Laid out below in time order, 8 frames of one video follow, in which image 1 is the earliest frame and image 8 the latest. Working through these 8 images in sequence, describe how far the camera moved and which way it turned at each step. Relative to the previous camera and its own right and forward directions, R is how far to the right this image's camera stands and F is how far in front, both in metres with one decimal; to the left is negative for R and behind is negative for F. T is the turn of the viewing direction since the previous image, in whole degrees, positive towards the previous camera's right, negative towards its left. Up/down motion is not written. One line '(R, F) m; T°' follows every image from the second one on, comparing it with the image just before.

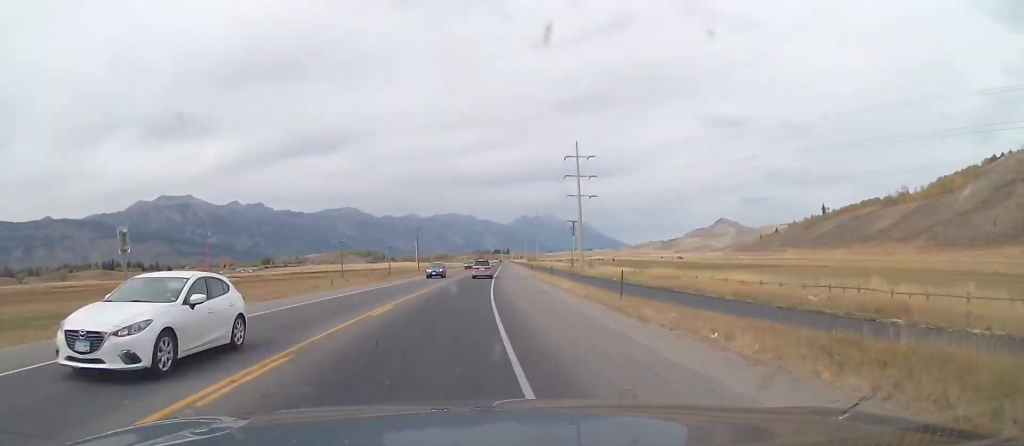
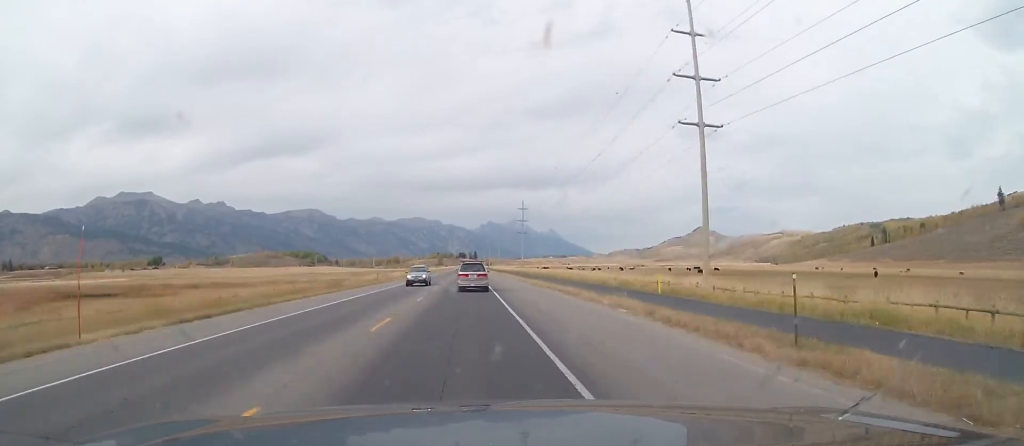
(+19.2, +289.7) m; +4°
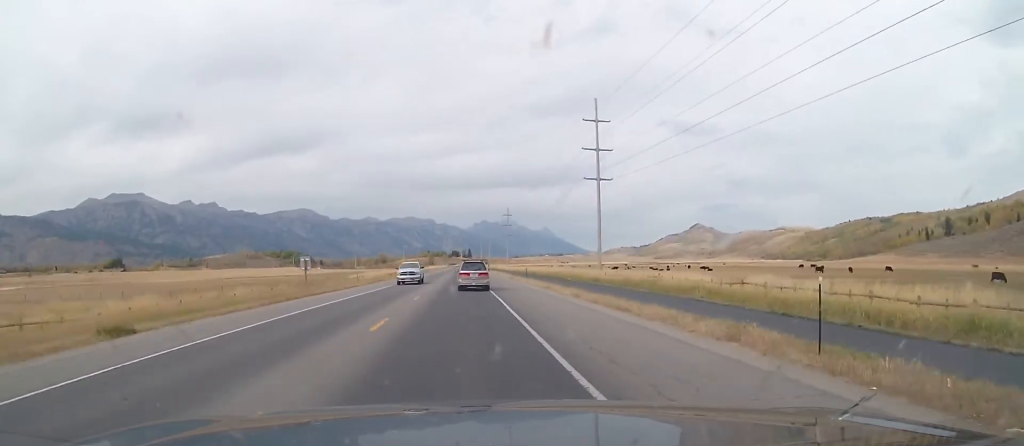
(-0.2, +87.7) m; 0°
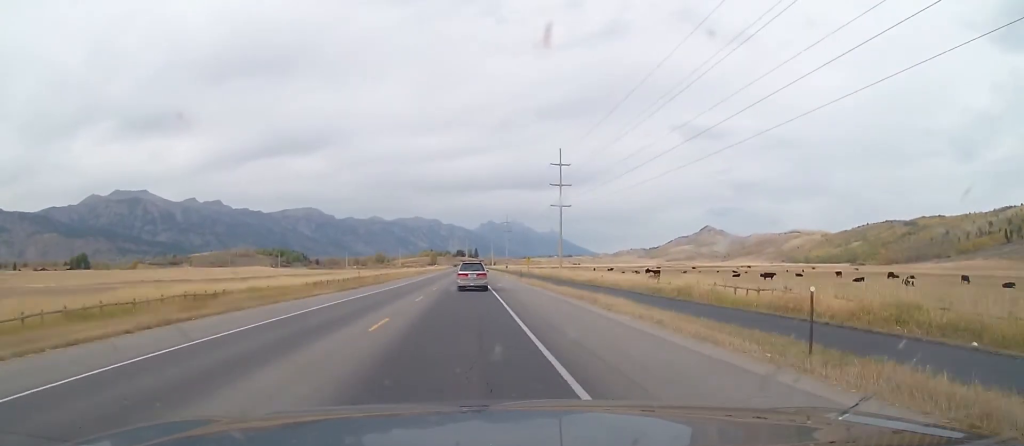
(+0.1, +101.0) m; 0°
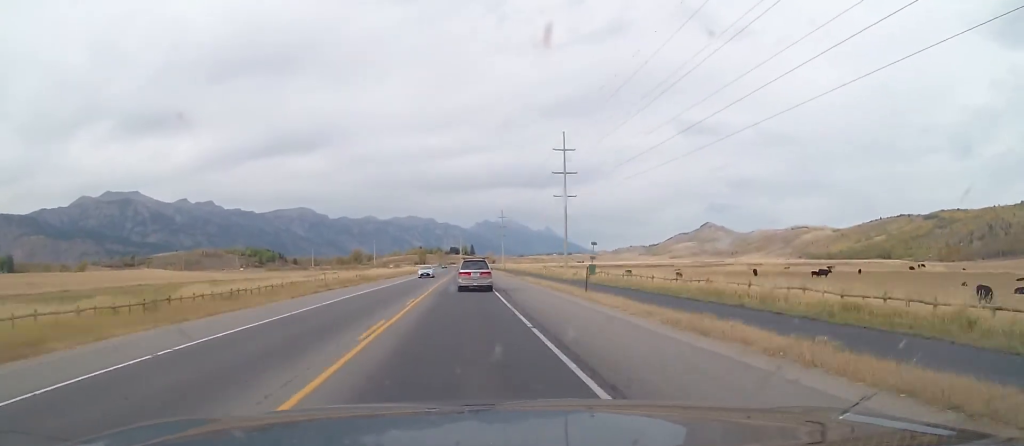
(0.0, +135.5) m; -2°
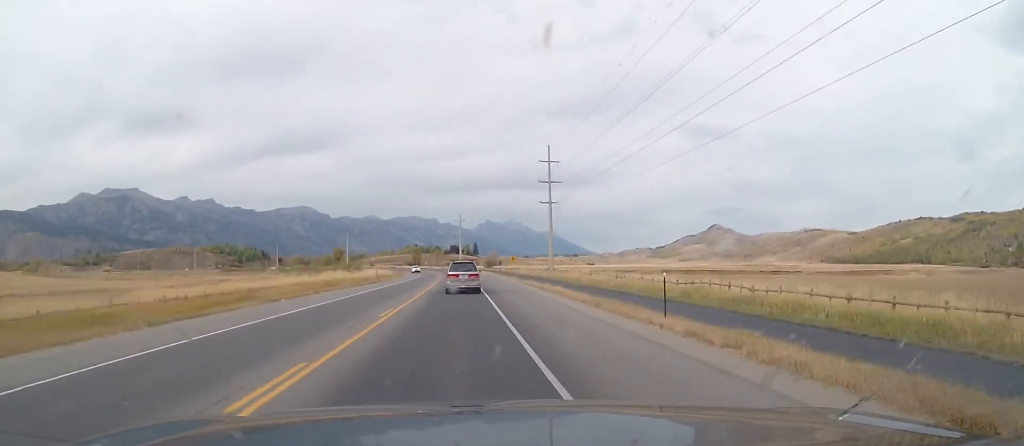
(+2.5, +109.4) m; -4°
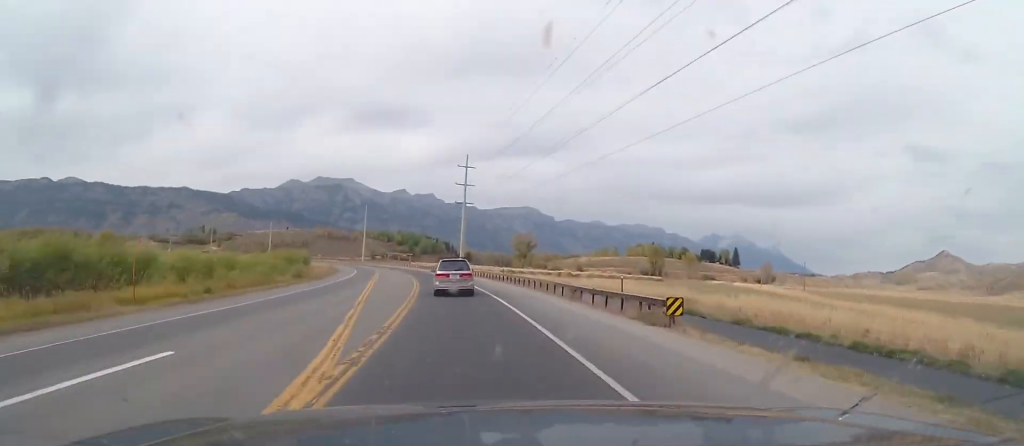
(-45.5, +233.6) m; -26°
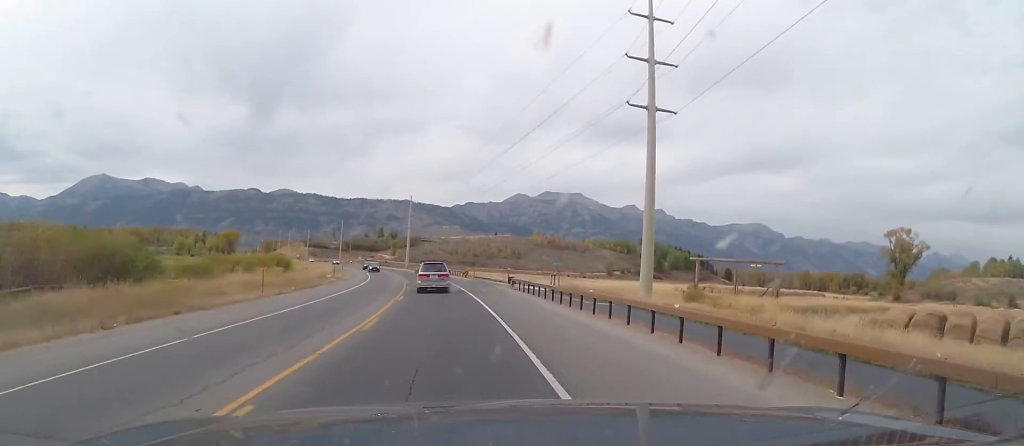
(-35.9, +167.6) m; -21°
